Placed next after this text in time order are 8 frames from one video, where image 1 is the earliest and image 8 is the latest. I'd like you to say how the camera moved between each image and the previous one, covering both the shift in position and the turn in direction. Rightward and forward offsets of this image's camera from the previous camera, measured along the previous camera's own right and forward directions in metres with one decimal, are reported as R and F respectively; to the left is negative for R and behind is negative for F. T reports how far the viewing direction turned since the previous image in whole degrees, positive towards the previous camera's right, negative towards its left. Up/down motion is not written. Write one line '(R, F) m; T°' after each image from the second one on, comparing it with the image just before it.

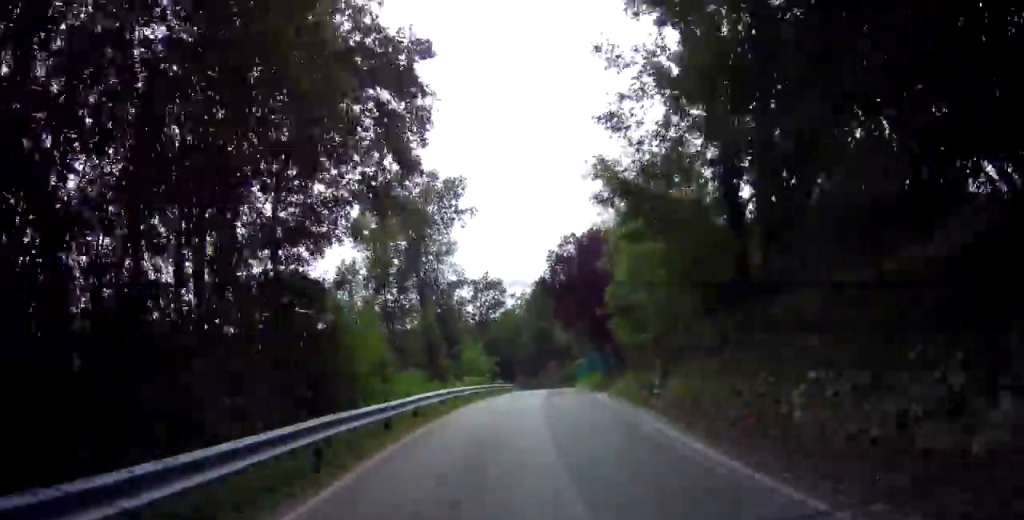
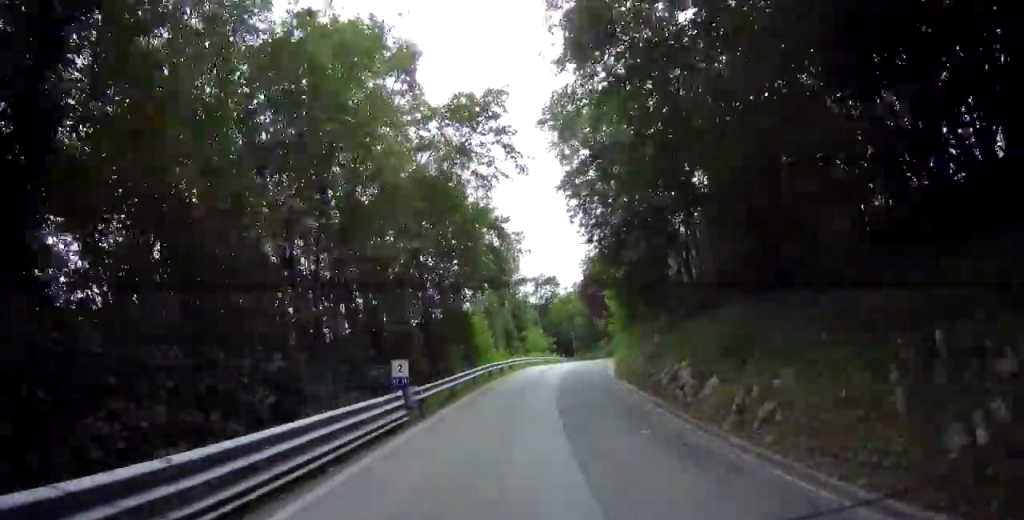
(-1.3, +17.5) m; -1°
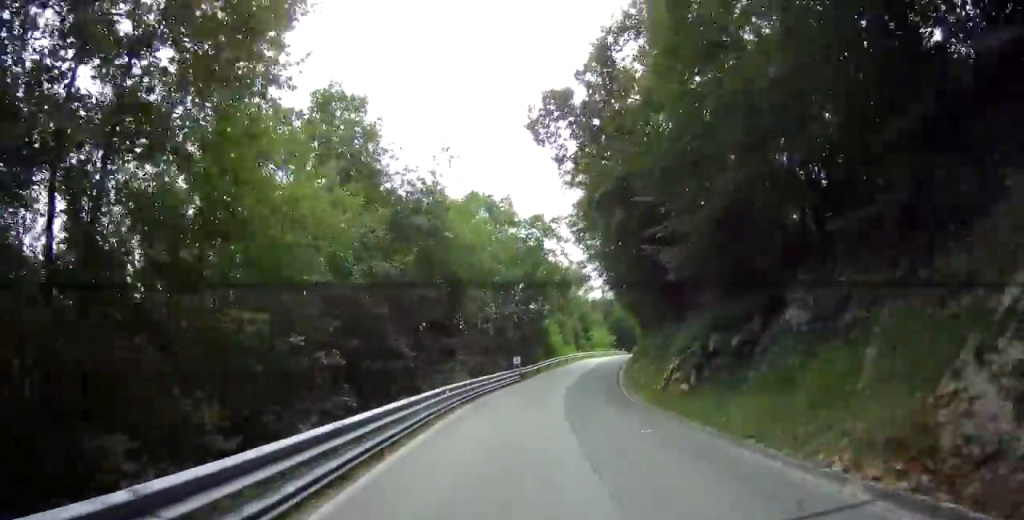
(-0.3, +19.9) m; -8°
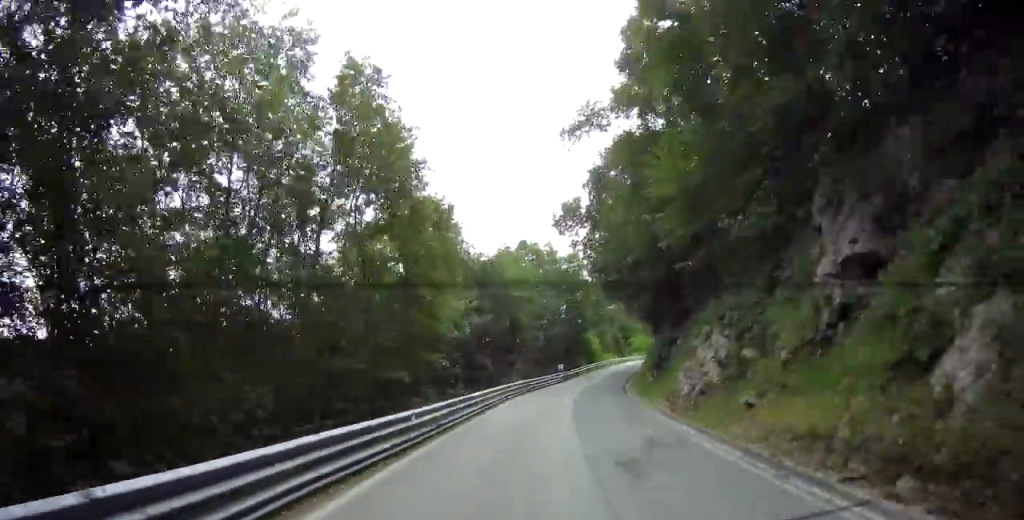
(-1.2, +12.6) m; -6°
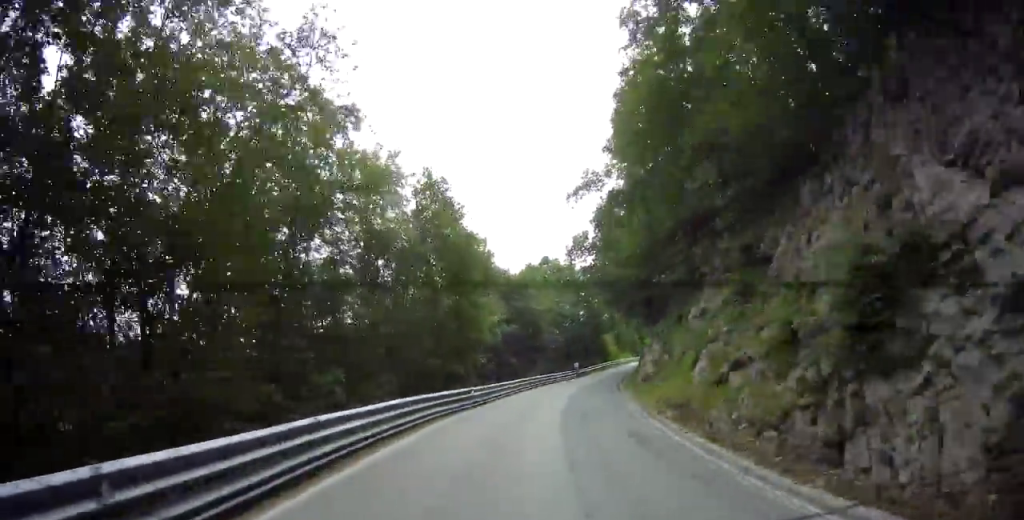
(+0.1, +9.0) m; -2°
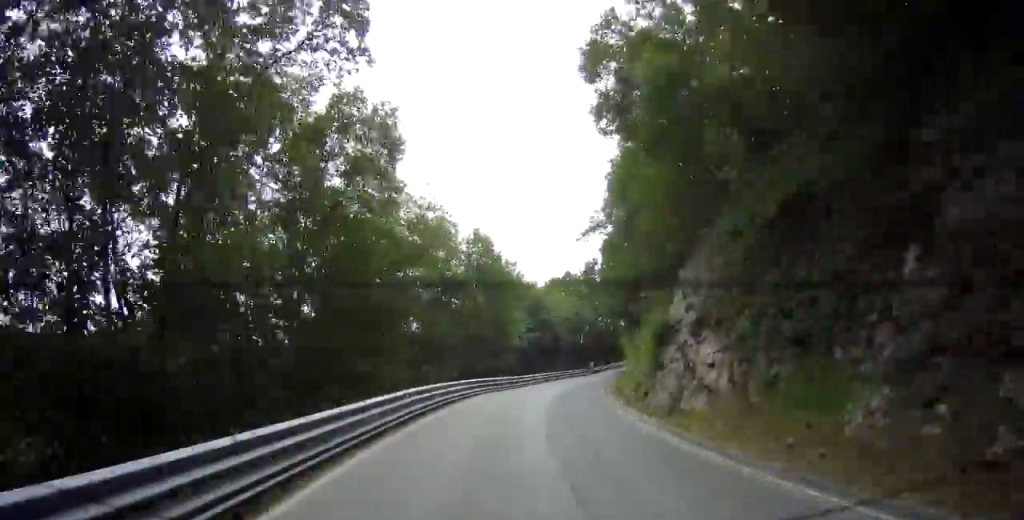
(-0.4, +10.5) m; -3°
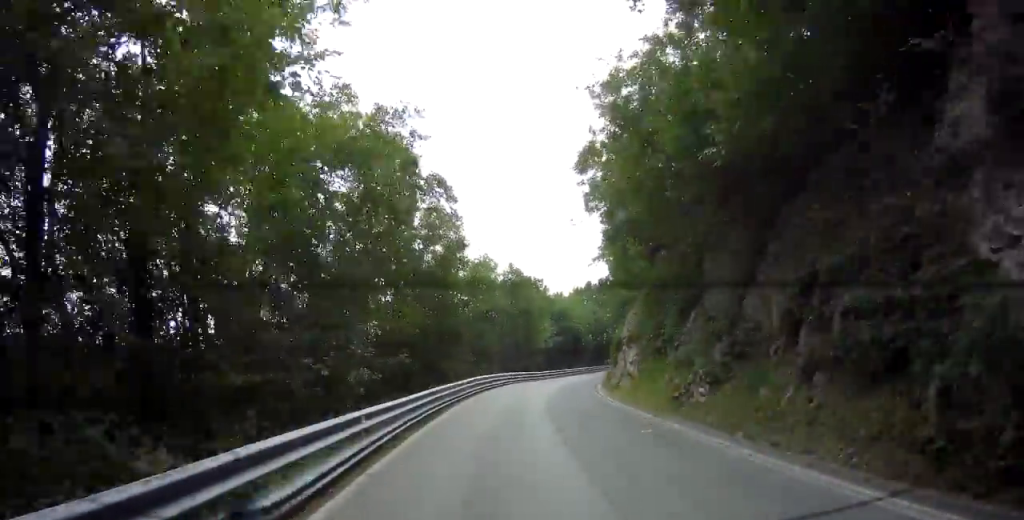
(-0.3, +12.3) m; -3°
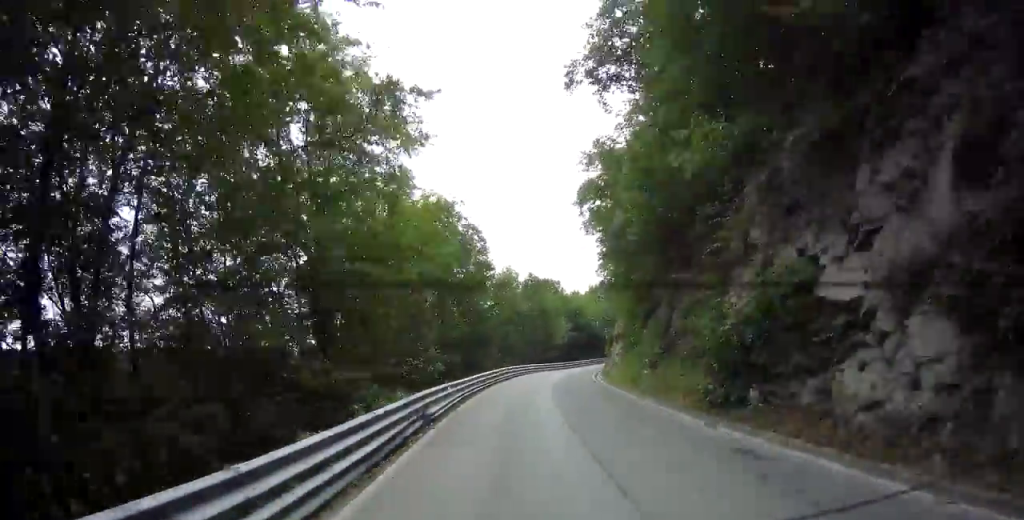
(-0.1, +8.2) m; -2°
